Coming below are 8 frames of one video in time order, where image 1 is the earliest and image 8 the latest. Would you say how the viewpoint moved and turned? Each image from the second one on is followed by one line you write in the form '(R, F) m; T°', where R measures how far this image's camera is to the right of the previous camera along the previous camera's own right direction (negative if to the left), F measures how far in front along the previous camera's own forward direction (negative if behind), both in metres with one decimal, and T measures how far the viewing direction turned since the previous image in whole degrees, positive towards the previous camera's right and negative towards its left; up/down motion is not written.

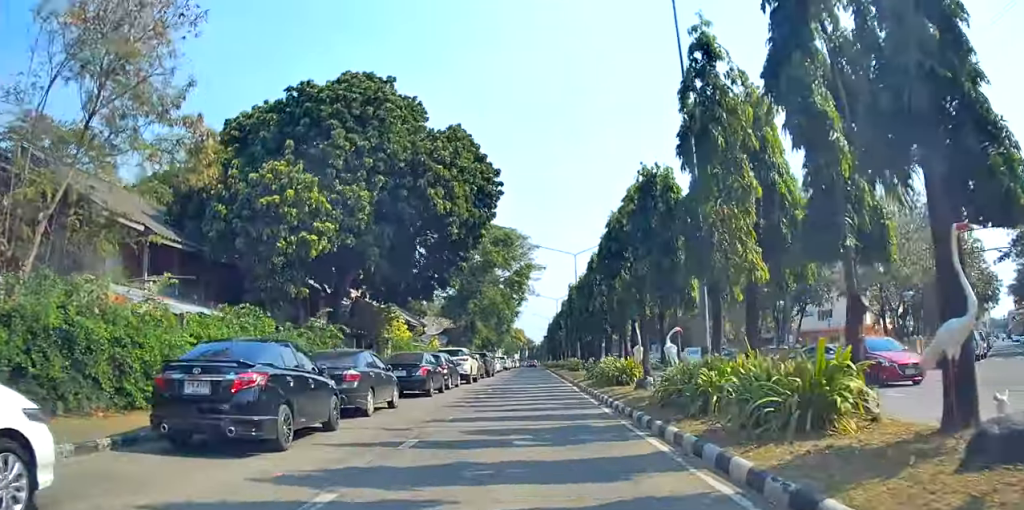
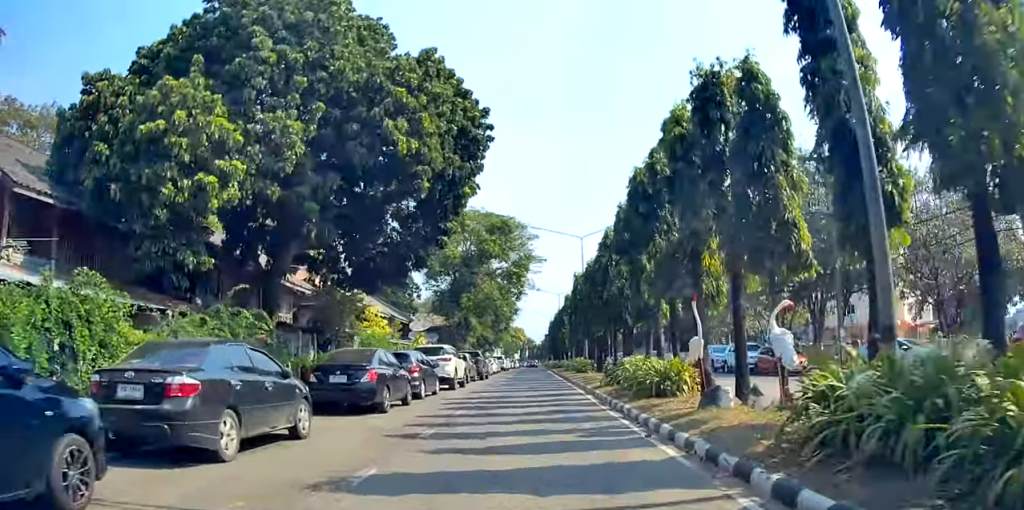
(+0.2, +6.8) m; +1°
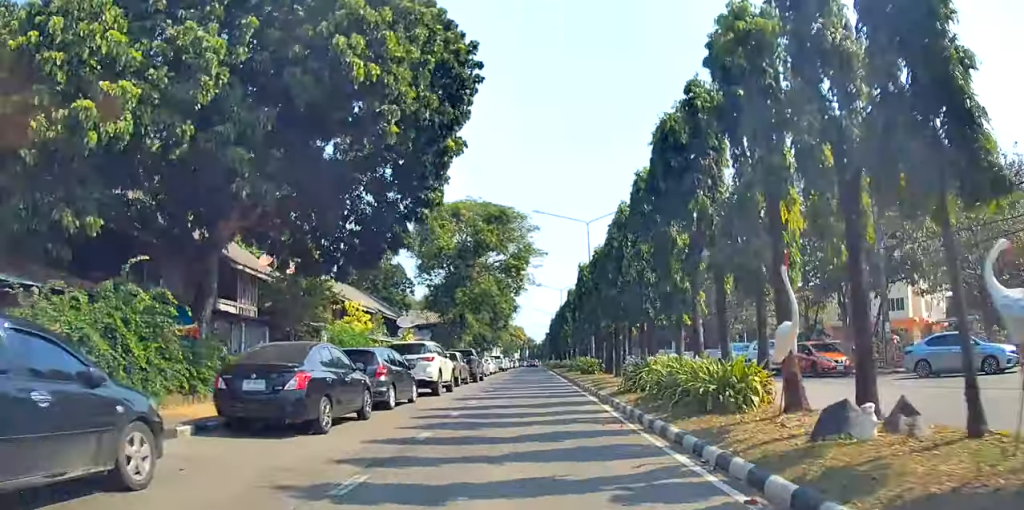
(0.0, +4.6) m; 0°
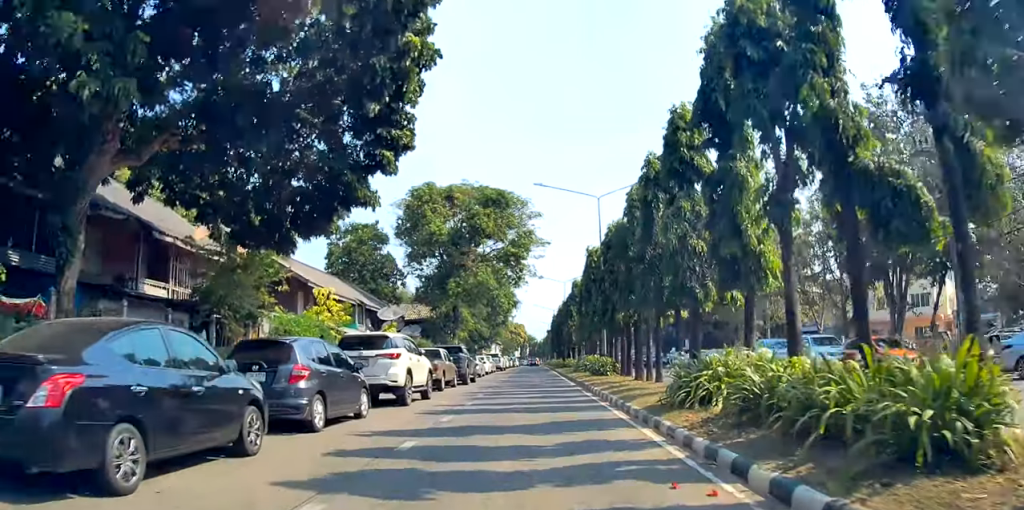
(0.0, +5.5) m; 0°
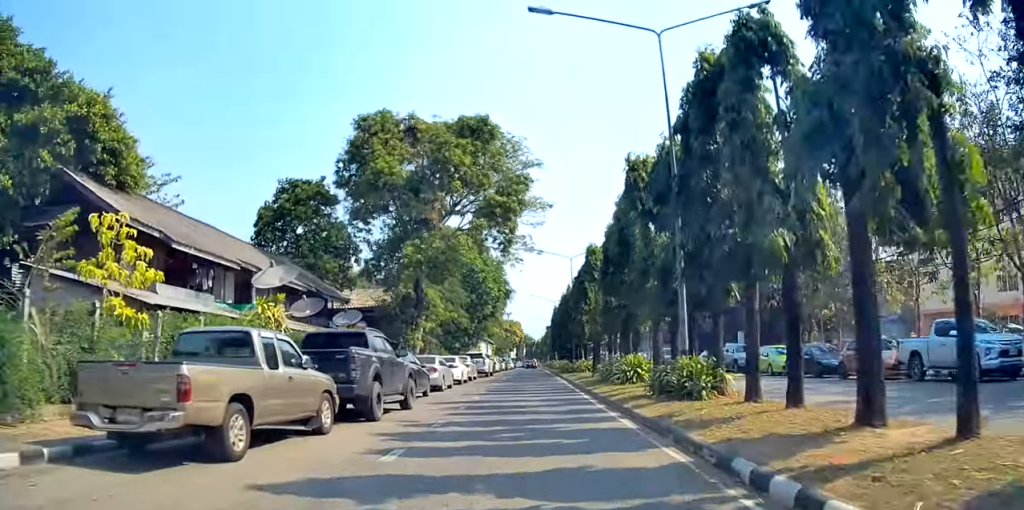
(+0.1, +16.4) m; +1°
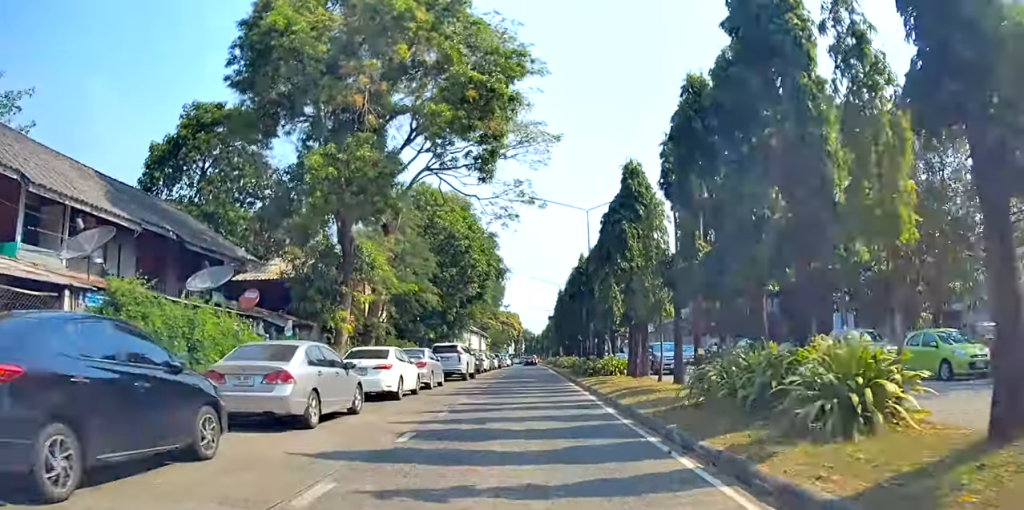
(+0.3, +15.3) m; 0°
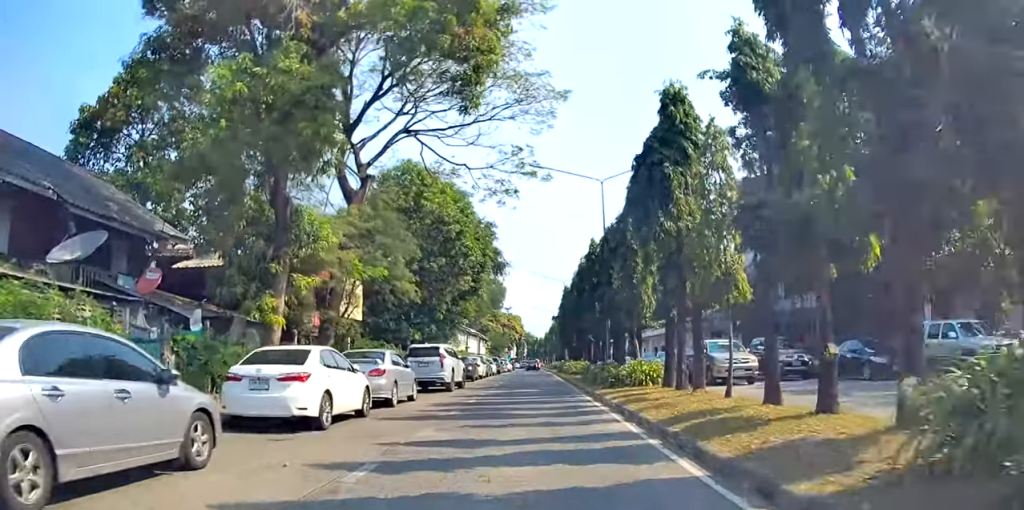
(-0.1, +6.9) m; -1°
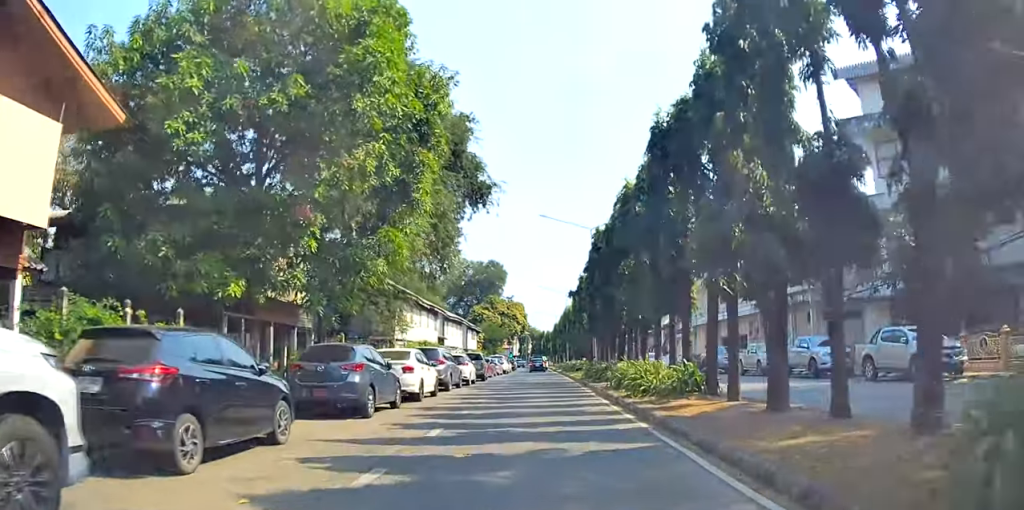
(0.0, +25.9) m; 0°
